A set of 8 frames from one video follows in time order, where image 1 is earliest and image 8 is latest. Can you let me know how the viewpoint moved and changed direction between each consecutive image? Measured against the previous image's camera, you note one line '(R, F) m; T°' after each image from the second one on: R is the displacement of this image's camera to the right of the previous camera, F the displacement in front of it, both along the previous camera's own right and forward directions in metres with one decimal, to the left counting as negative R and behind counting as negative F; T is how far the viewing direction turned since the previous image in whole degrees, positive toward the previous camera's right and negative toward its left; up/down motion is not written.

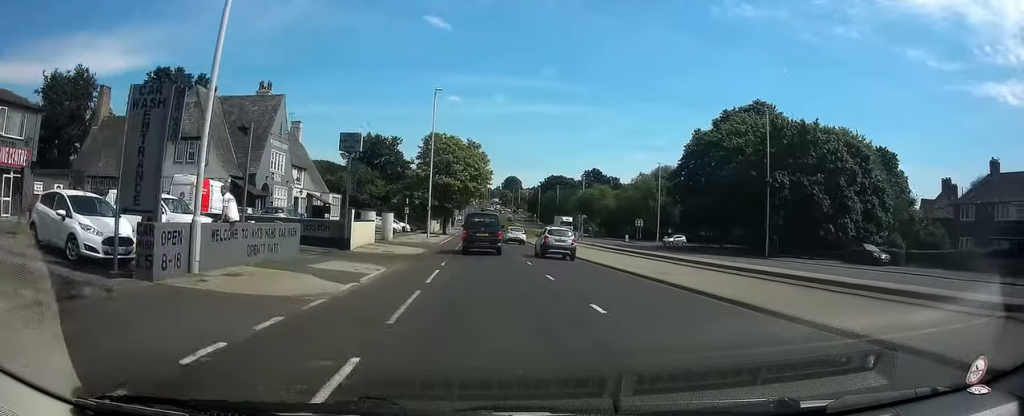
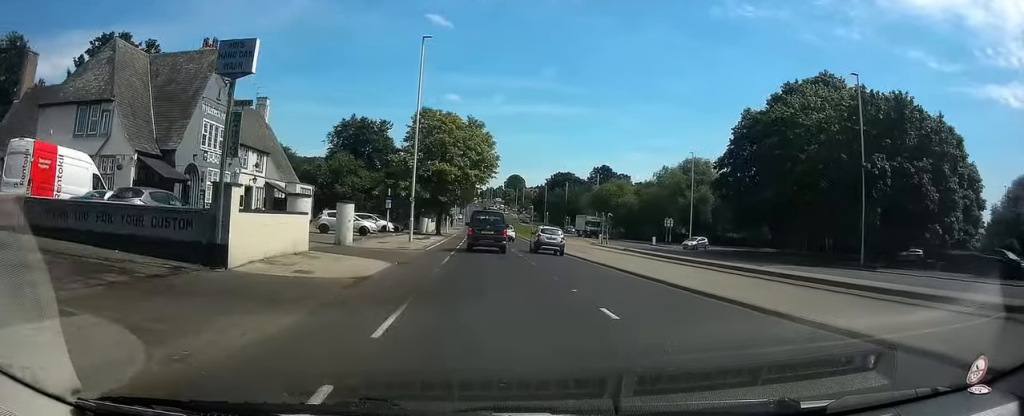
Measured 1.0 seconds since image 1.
(0.0, +13.5) m; 0°
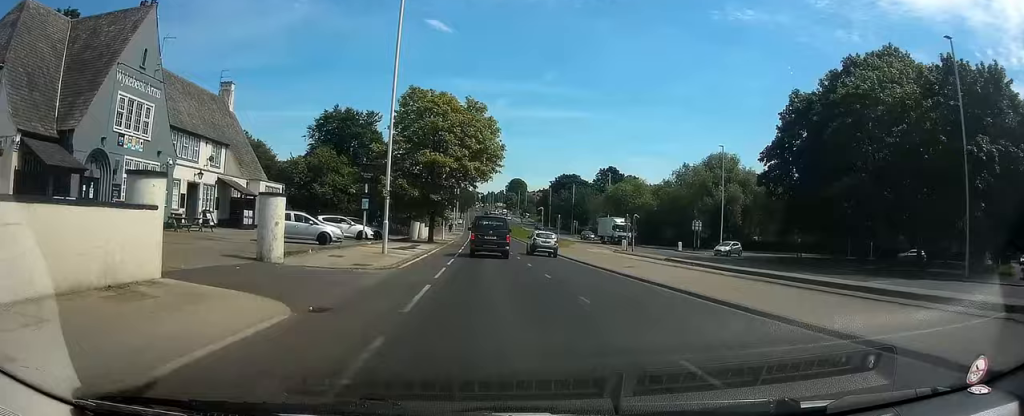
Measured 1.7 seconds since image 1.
(0.0, +9.9) m; 0°
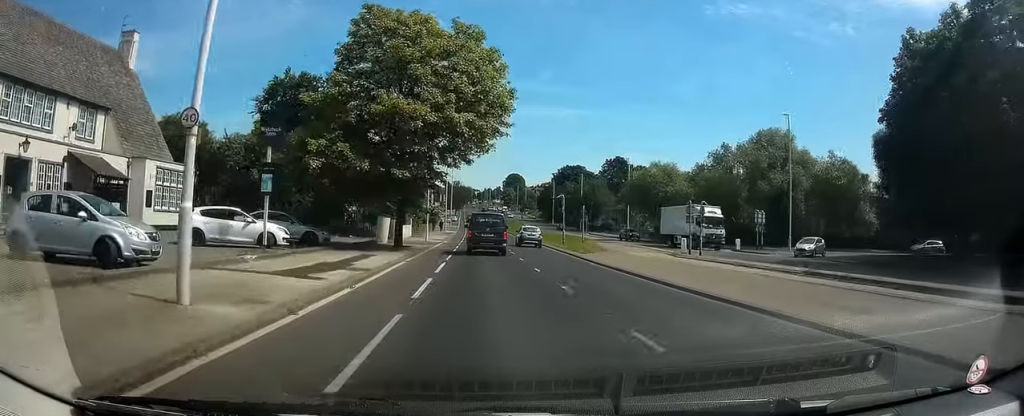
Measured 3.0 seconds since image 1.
(0.0, +16.6) m; 0°
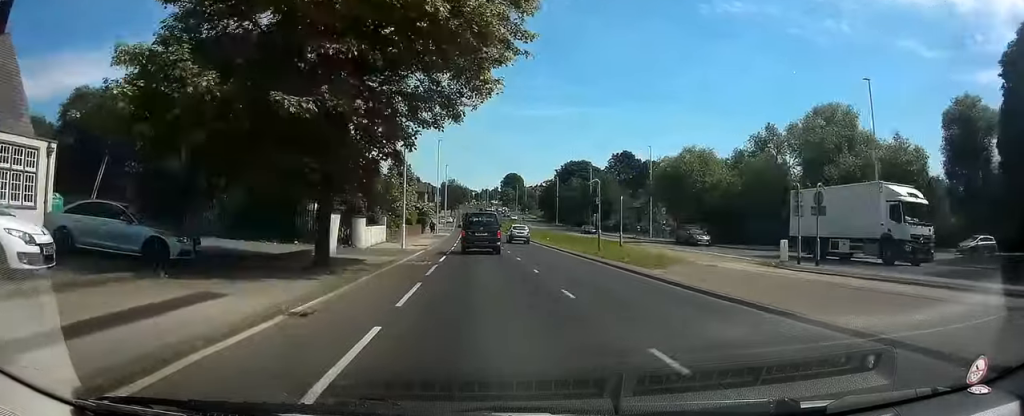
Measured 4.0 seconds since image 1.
(0.0, +13.5) m; 0°
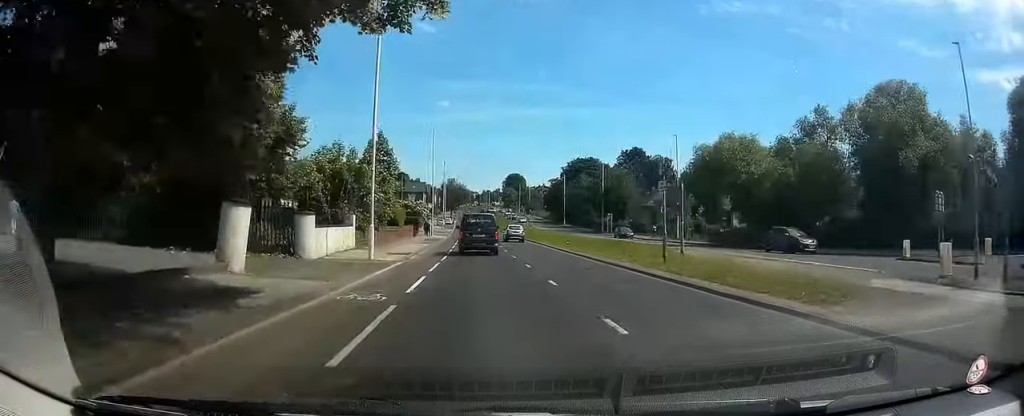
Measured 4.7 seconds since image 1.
(0.0, +10.3) m; 0°
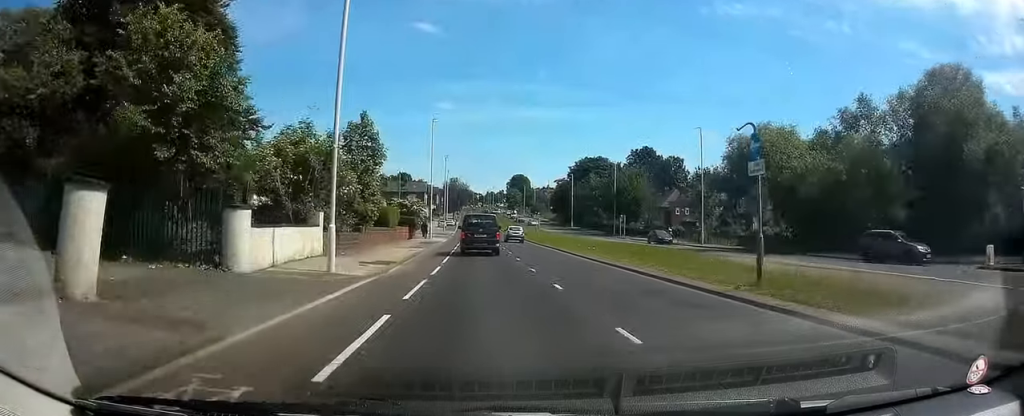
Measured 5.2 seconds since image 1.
(0.0, +6.7) m; 0°
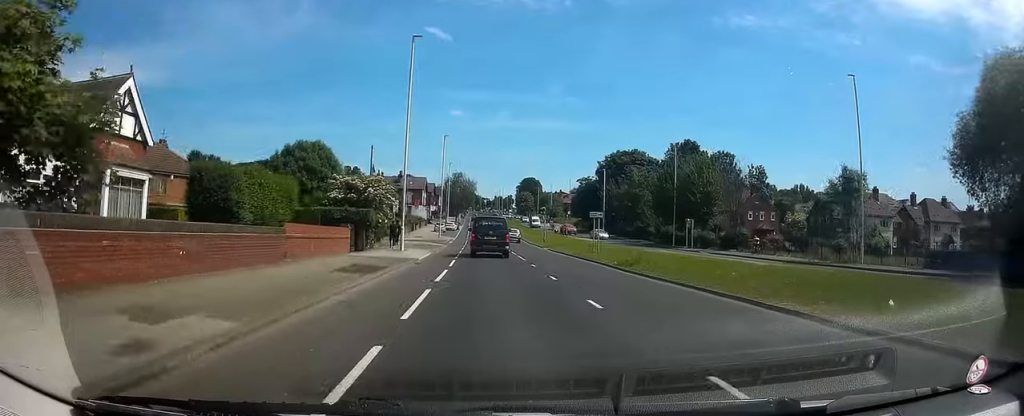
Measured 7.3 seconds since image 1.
(0.0, +27.4) m; 0°
